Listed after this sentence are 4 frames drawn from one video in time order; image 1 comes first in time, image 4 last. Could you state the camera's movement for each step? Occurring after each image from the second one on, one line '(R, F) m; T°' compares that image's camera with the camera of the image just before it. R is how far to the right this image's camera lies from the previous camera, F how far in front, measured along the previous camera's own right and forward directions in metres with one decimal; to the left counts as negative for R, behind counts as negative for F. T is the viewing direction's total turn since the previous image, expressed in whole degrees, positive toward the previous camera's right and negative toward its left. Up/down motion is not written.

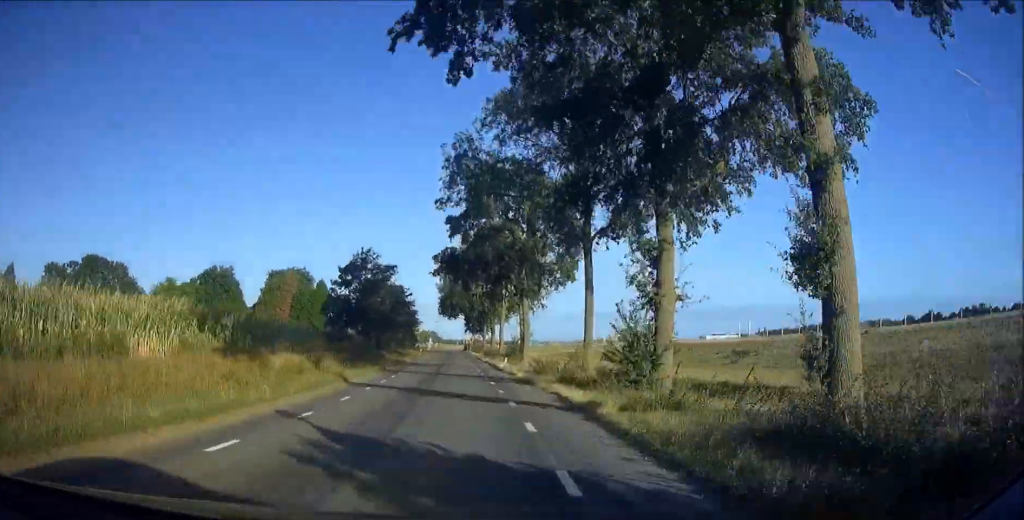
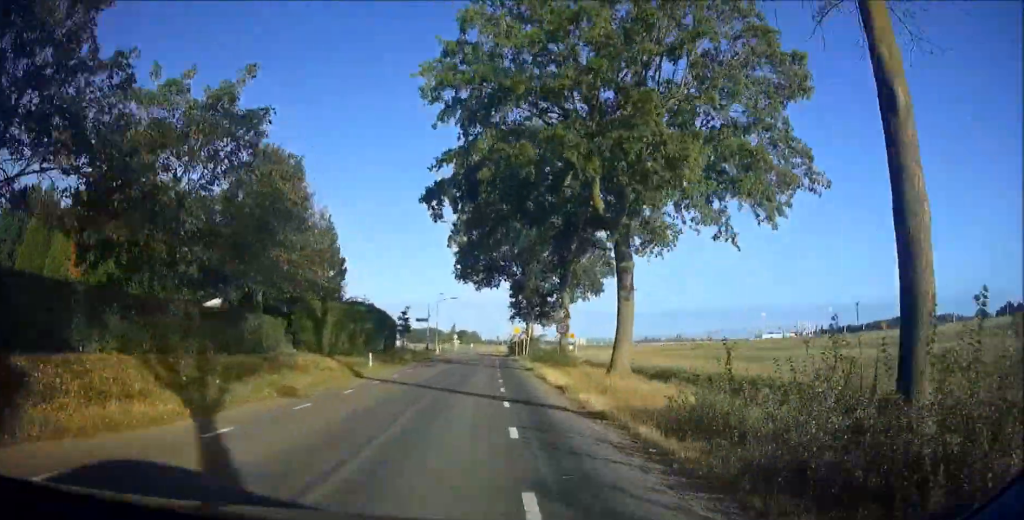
(-2.4, +59.8) m; -3°
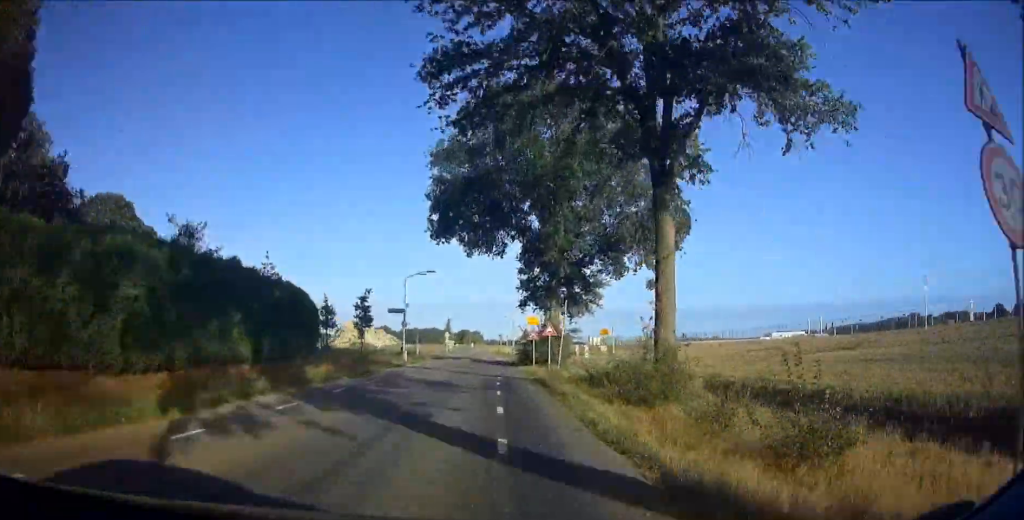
(-0.2, +19.5) m; 0°
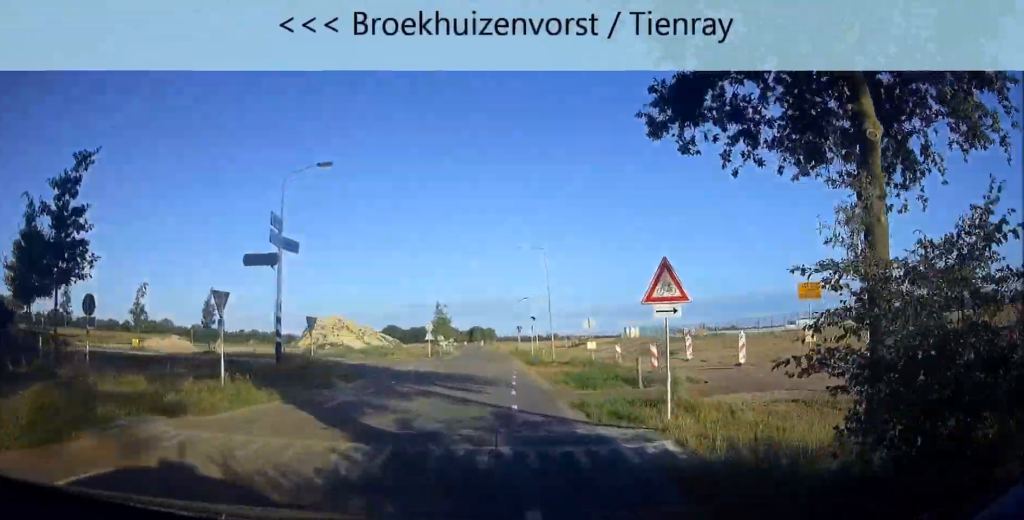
(-1.7, +36.4) m; -6°
